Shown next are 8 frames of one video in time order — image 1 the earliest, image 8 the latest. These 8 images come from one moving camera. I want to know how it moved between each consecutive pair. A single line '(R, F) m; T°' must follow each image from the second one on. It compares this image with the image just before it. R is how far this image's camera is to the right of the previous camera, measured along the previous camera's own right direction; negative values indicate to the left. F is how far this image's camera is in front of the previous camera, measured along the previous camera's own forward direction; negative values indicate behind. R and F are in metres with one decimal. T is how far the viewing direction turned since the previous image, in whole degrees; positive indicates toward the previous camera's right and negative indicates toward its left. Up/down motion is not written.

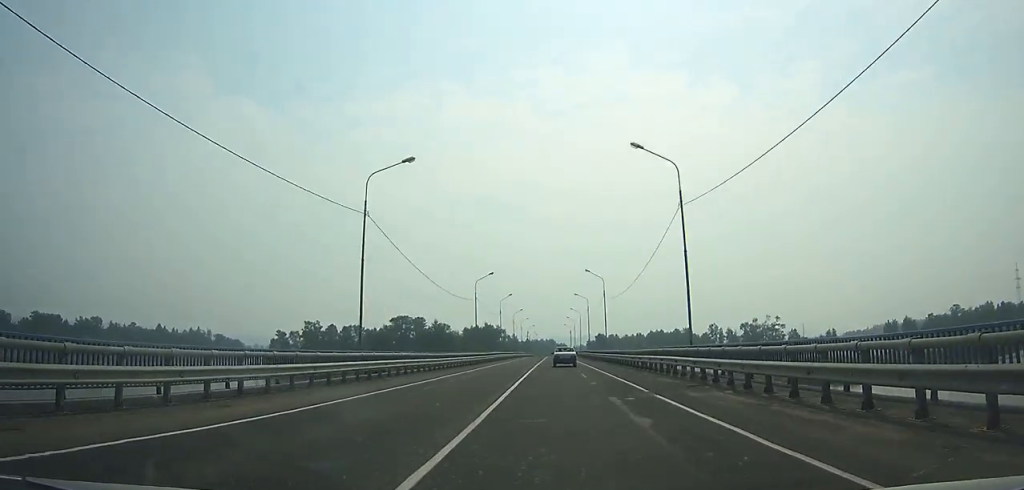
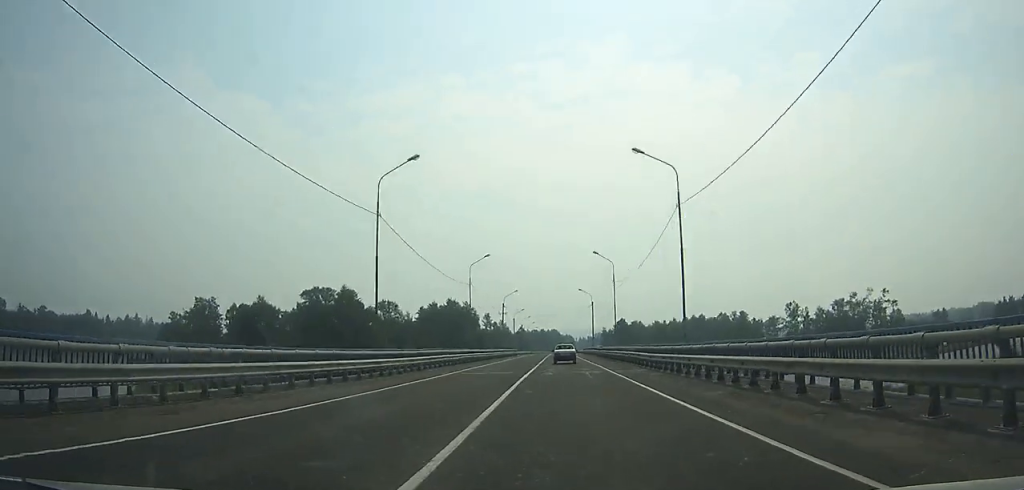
(+0.1, +106.7) m; 0°
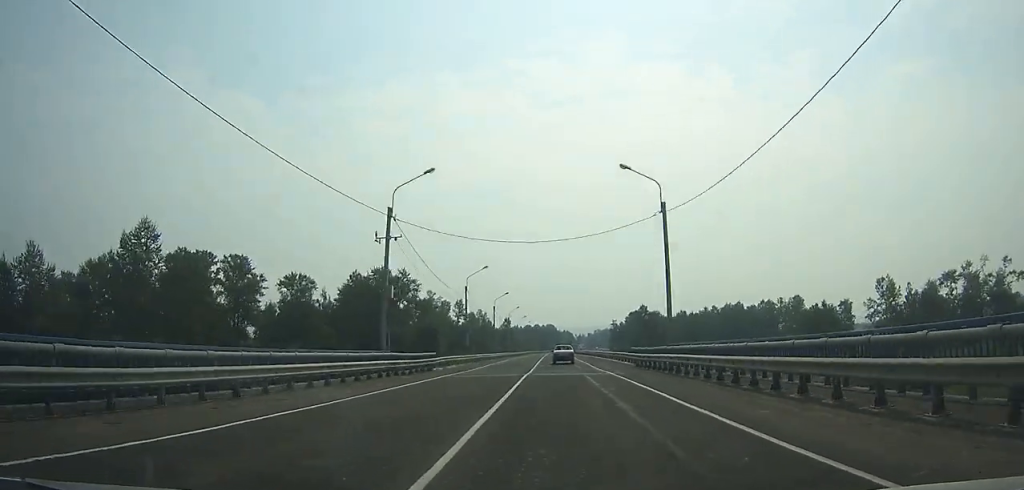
(+0.1, +67.2) m; 0°
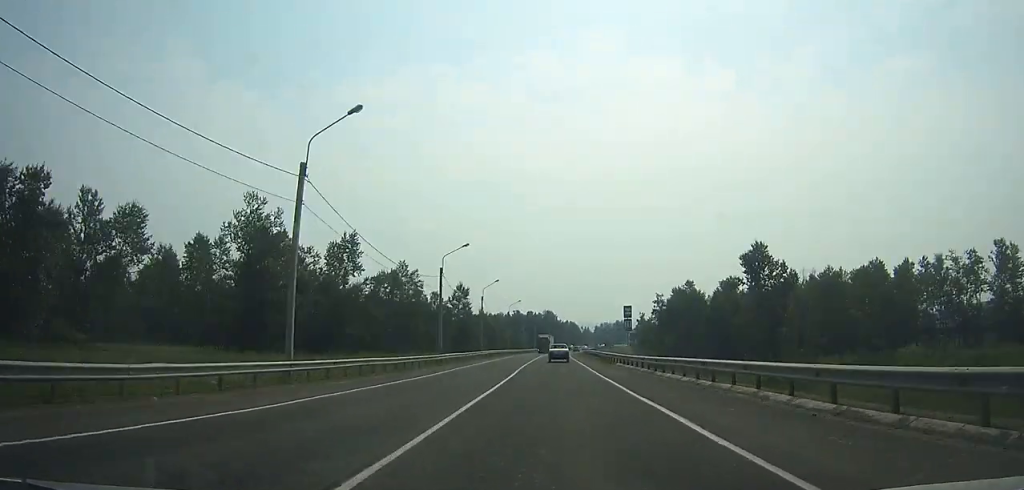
(-0.1, +105.1) m; 0°
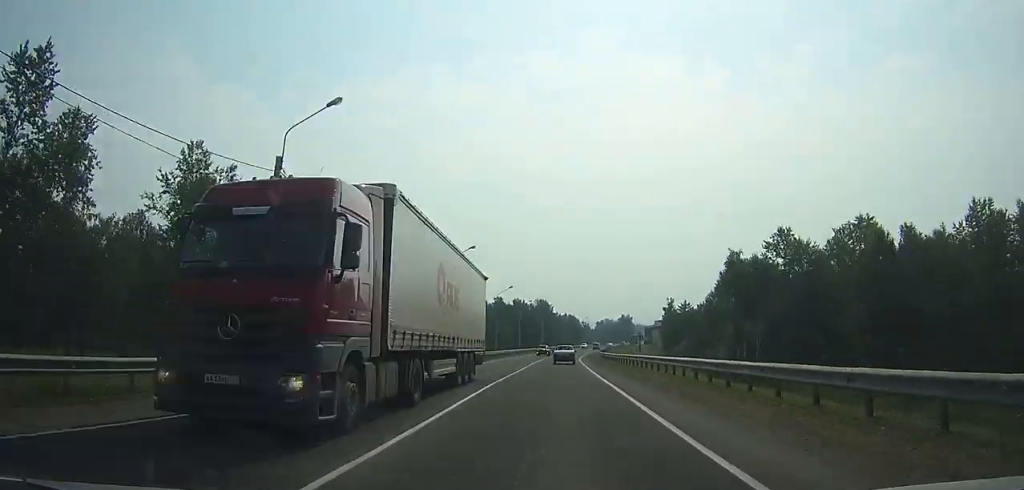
(+0.1, +61.9) m; +1°
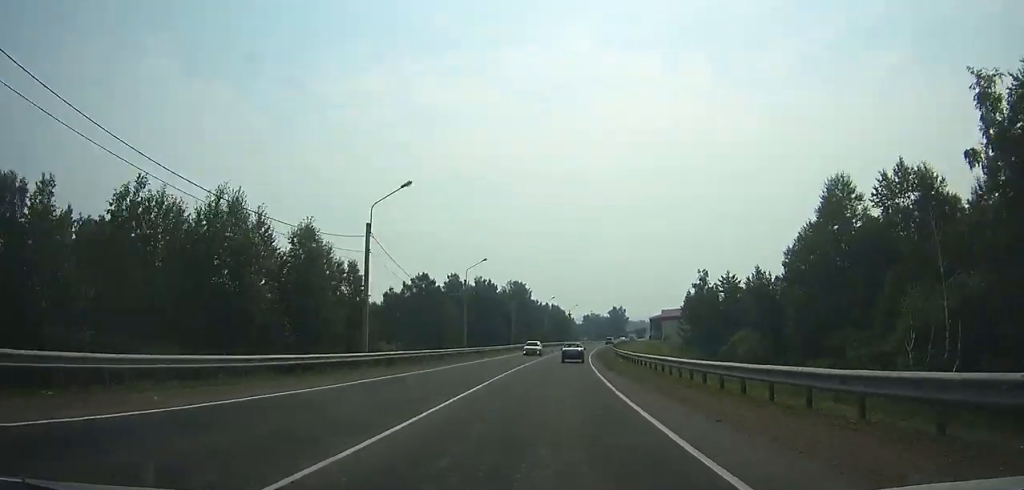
(-0.1, +52.4) m; +2°
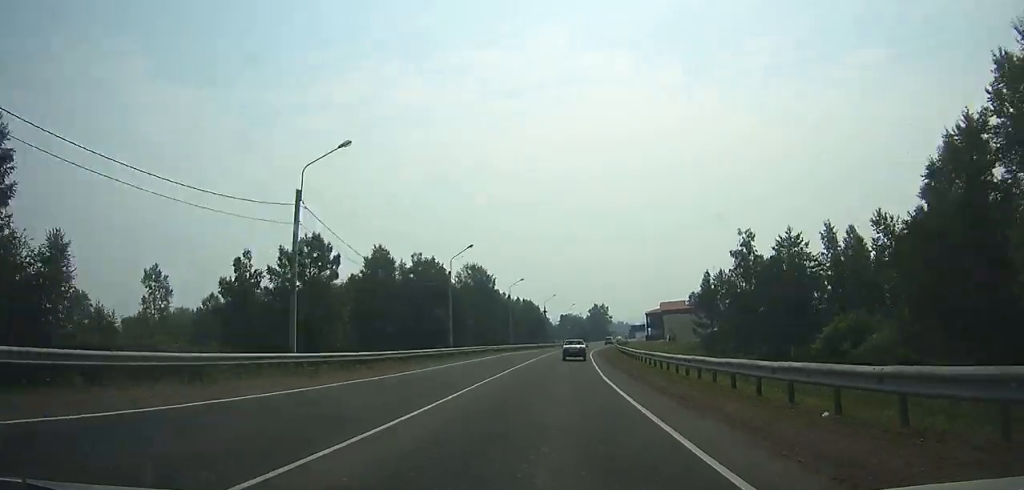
(+1.1, +36.8) m; +2°
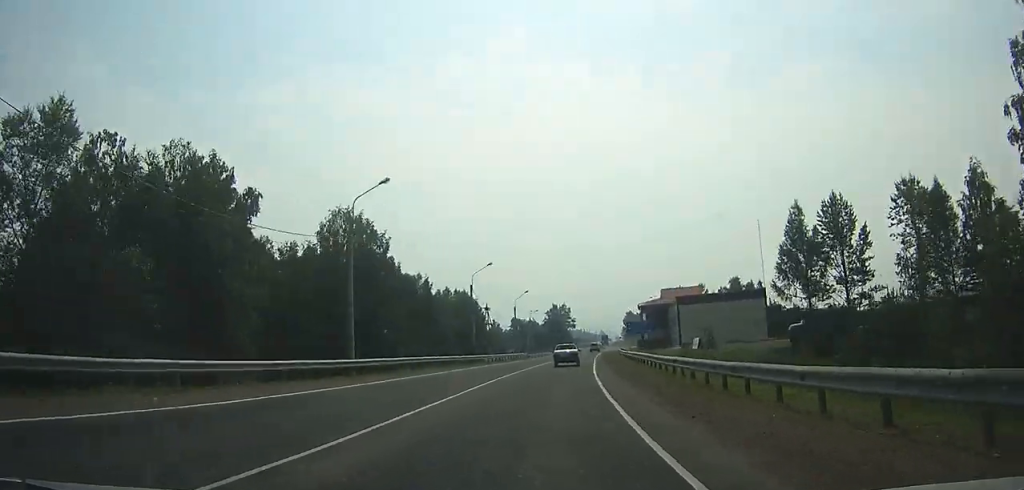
(+1.3, +53.0) m; +4°
